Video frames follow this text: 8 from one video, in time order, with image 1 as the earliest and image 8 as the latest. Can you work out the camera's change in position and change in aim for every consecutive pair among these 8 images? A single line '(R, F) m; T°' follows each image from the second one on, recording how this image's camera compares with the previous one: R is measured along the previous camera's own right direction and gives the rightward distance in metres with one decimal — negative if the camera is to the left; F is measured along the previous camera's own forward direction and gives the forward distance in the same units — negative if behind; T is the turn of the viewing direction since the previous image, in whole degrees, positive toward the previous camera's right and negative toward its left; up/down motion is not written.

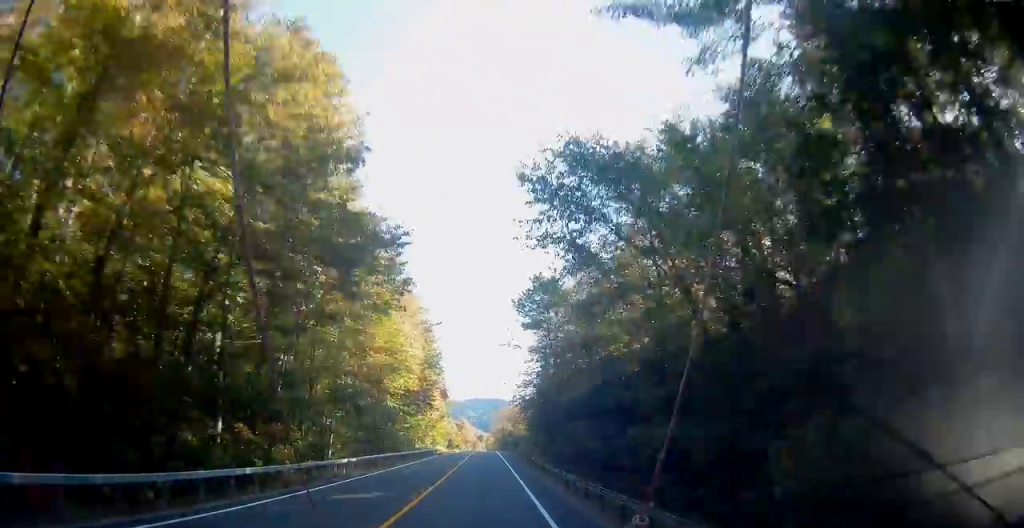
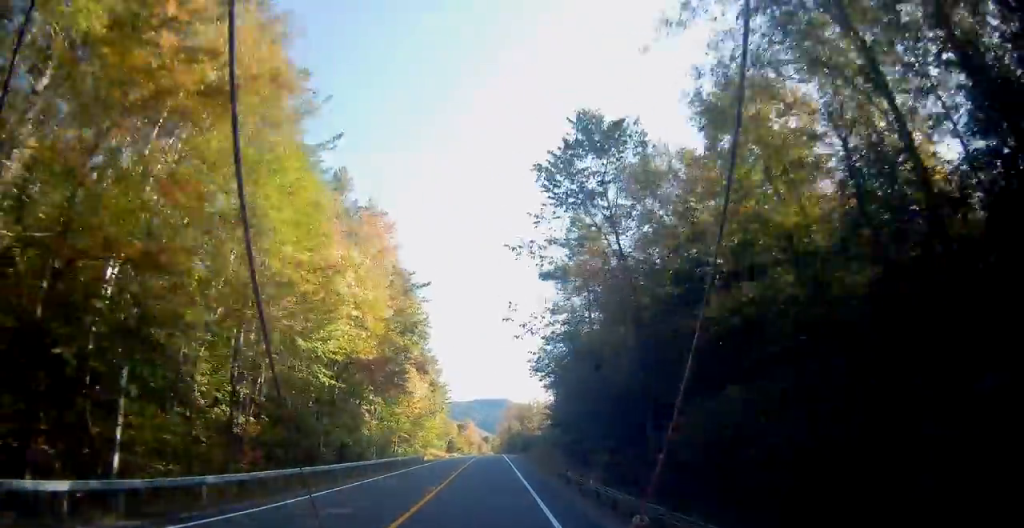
(-0.1, +21.8) m; 0°
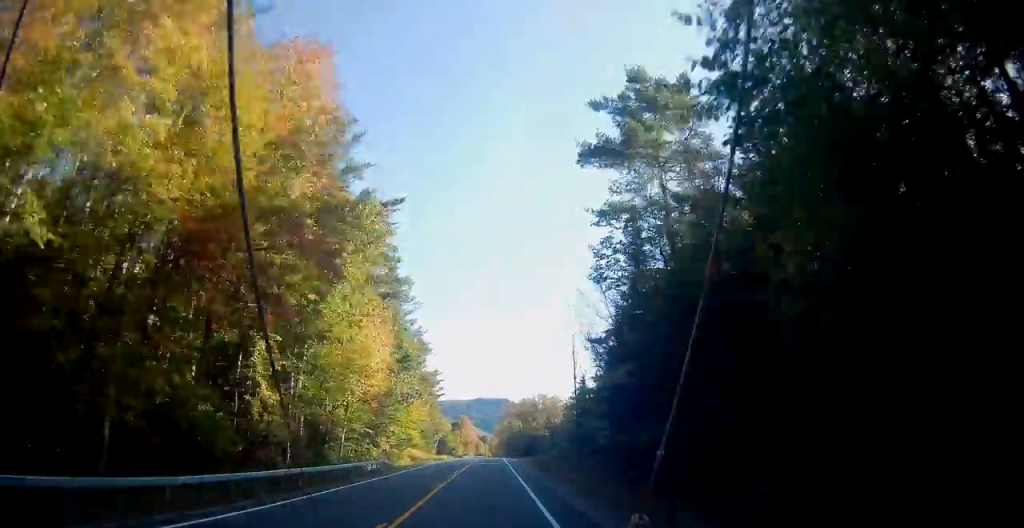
(+0.1, +21.9) m; 0°
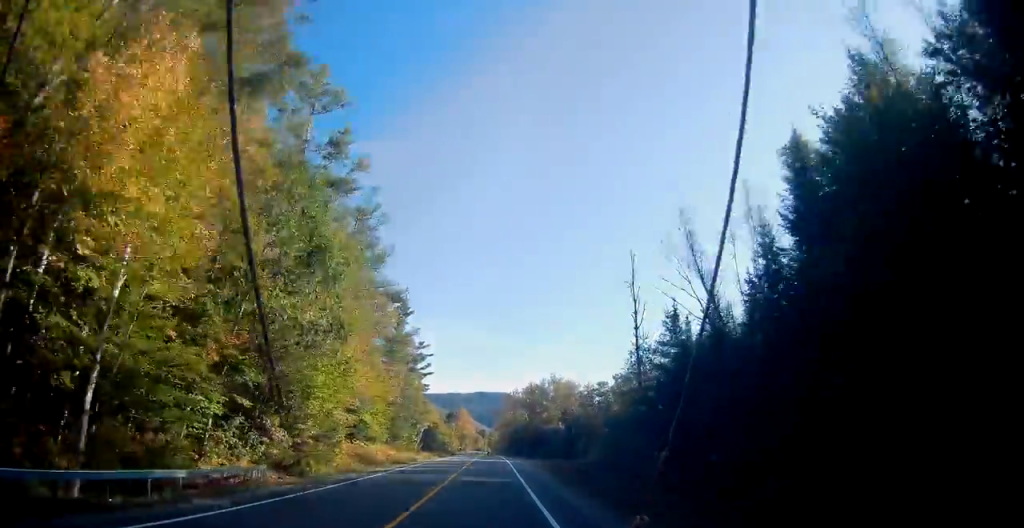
(0.0, +27.4) m; 0°
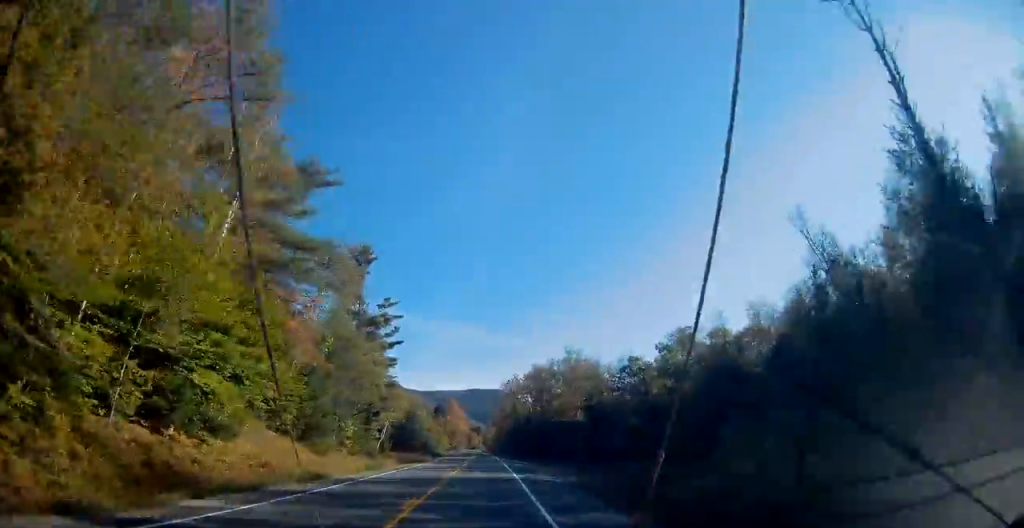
(-0.1, +28.2) m; -1°
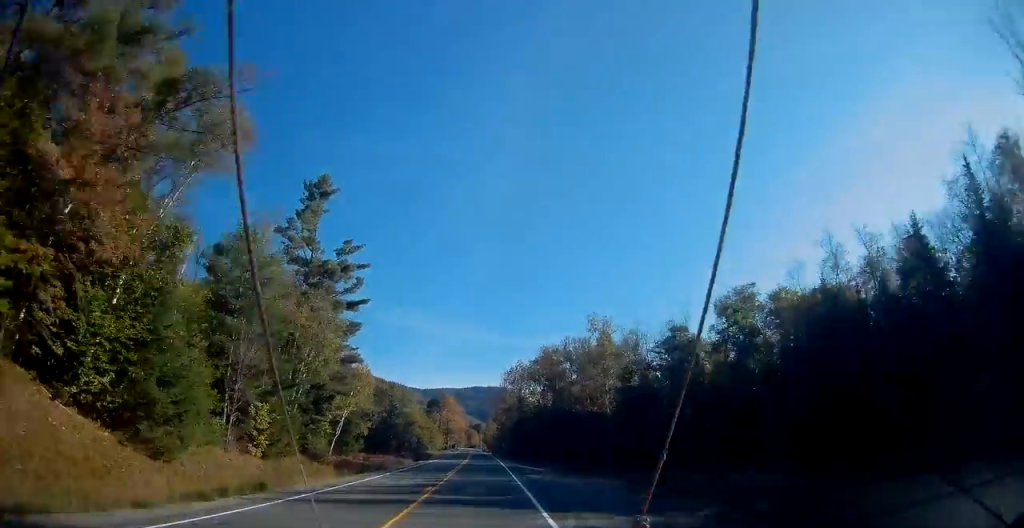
(-0.1, +19.5) m; 0°
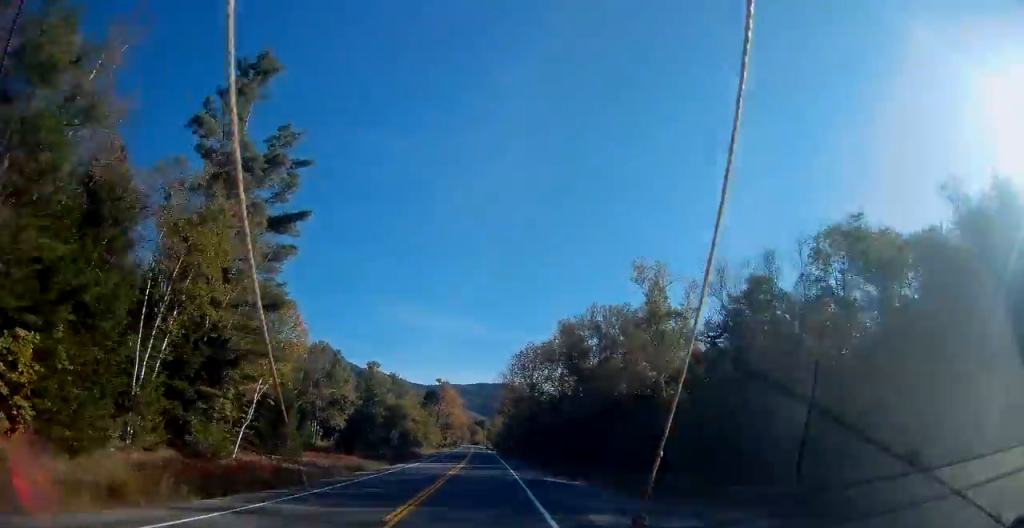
(+0.2, +18.8) m; 0°
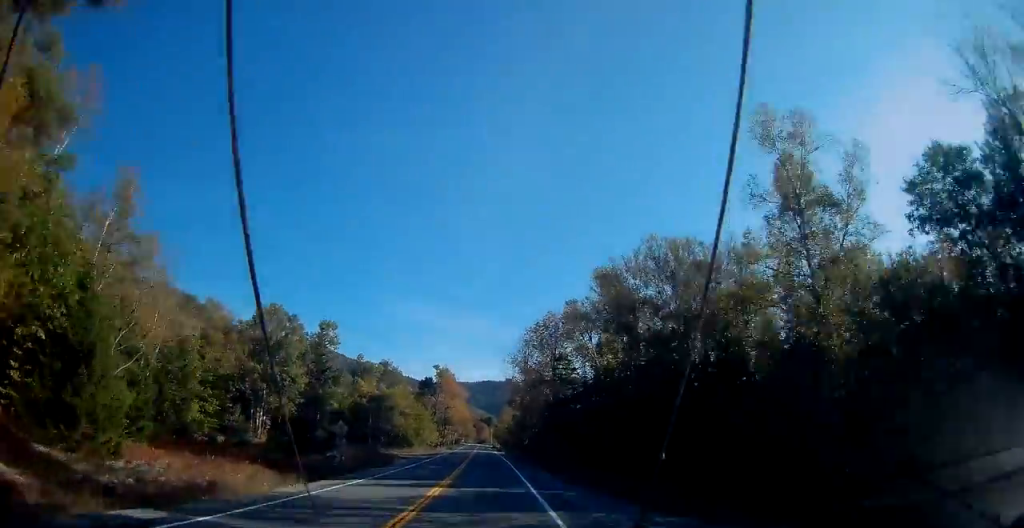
(-0.2, +22.1) m; -2°
